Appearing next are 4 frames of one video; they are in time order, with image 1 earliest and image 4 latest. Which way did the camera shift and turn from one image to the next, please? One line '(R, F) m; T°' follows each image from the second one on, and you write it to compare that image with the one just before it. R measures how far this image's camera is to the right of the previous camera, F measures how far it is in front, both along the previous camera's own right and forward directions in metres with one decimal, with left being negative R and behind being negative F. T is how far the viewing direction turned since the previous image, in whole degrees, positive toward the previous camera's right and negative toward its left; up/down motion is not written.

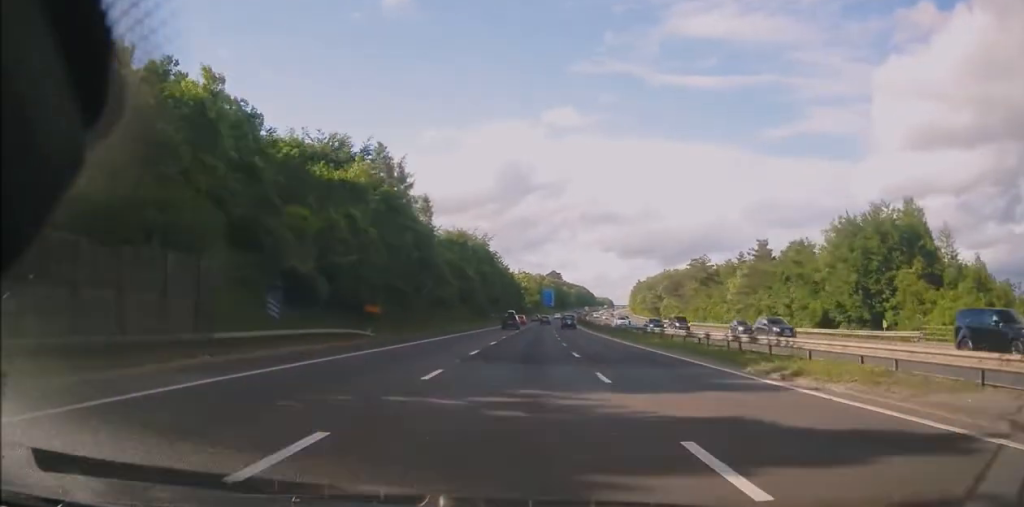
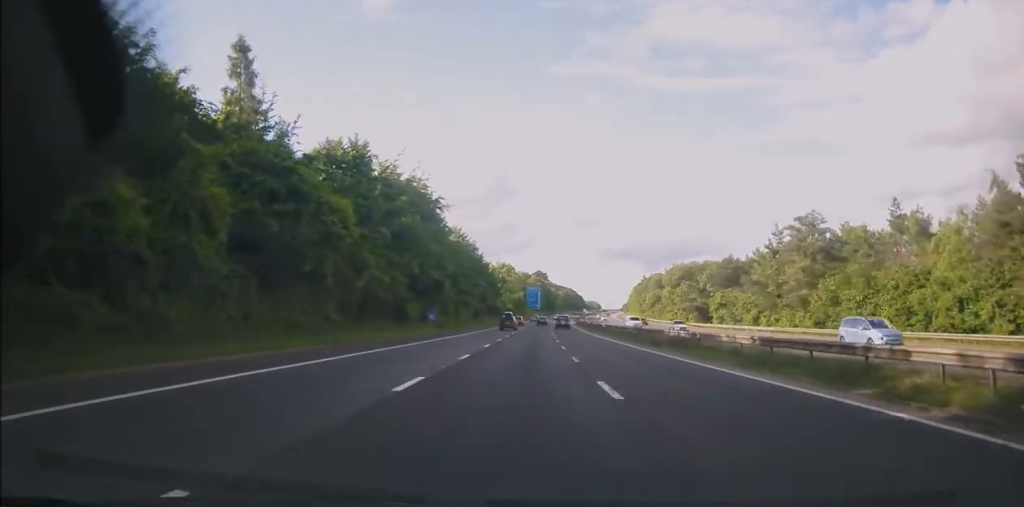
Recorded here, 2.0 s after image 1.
(+1.5, +56.8) m; +2°
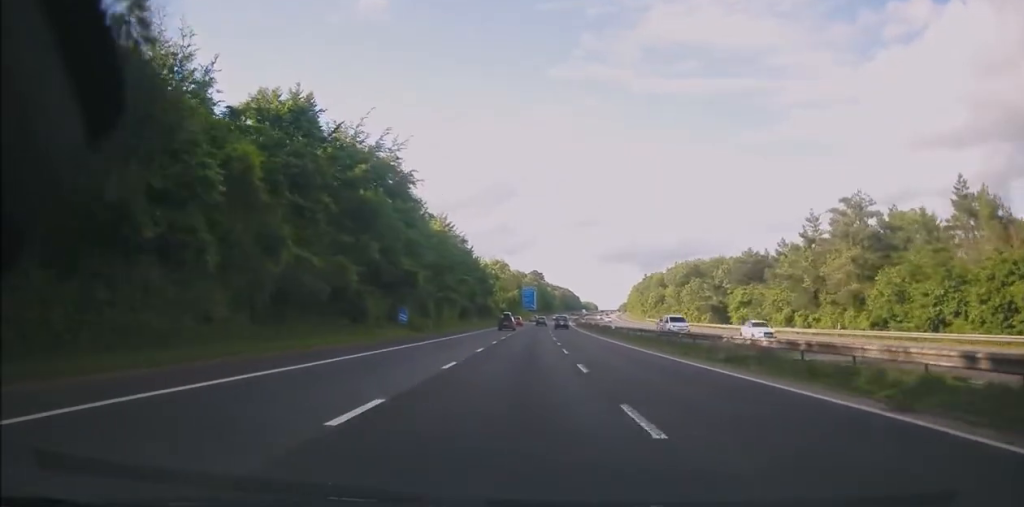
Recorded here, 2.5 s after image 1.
(-0.1, +12.3) m; 0°
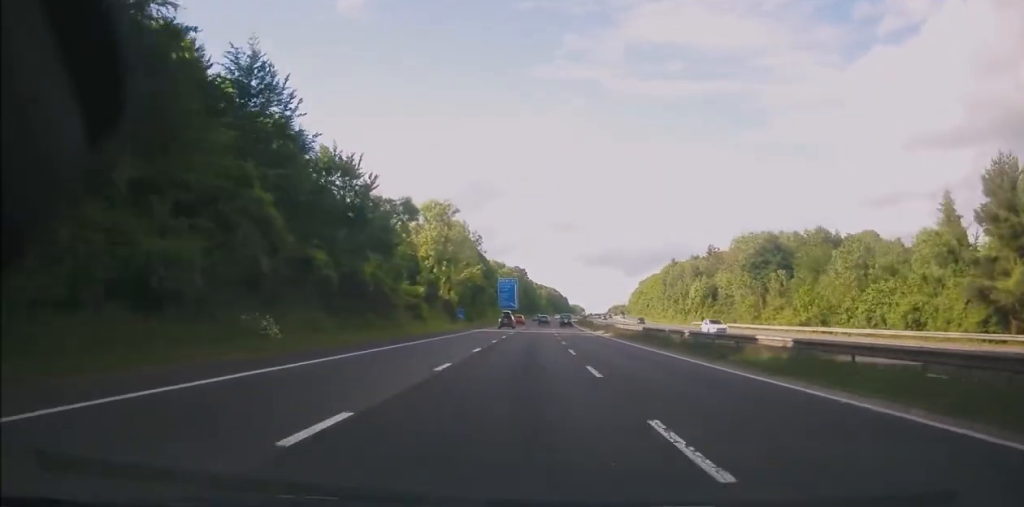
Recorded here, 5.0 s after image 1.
(+0.9, +74.1) m; +2°
